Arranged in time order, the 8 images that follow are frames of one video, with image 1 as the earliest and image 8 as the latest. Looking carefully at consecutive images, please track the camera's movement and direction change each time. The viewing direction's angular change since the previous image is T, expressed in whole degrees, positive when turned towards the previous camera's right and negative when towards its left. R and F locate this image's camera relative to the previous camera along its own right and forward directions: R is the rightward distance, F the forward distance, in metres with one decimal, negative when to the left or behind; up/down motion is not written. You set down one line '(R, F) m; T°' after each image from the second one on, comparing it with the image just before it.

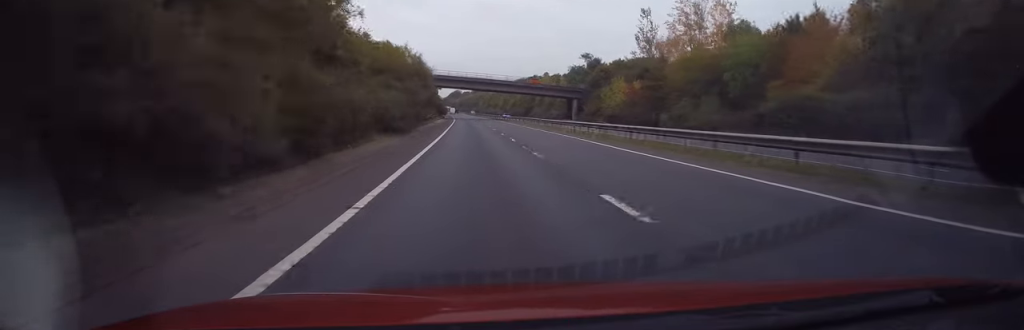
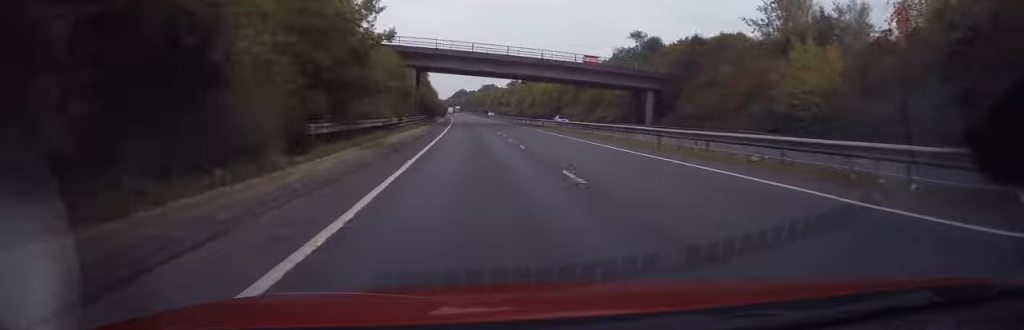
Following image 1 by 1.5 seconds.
(-0.5, +42.9) m; -1°
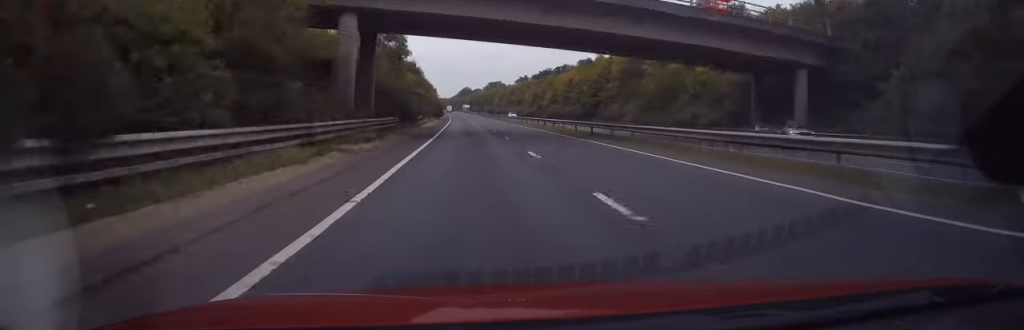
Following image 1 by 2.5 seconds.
(-0.3, +31.6) m; -1°
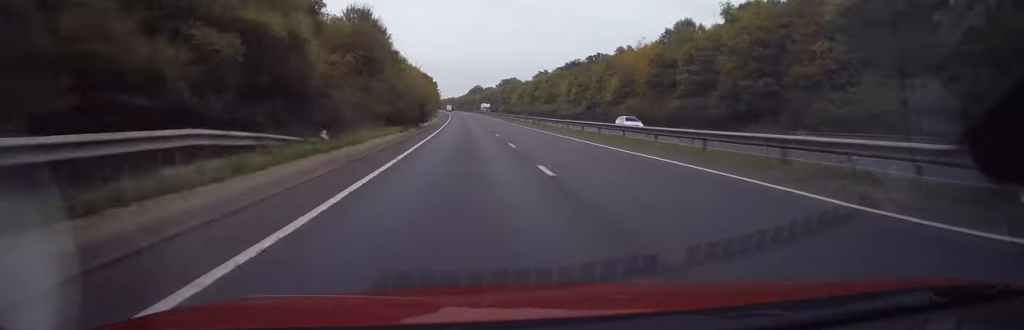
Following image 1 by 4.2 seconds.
(+0.1, +50.9) m; -1°
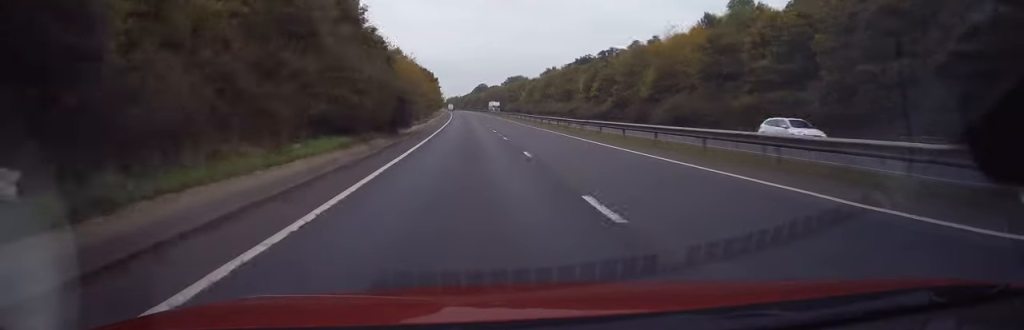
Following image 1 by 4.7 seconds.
(-0.3, +14.1) m; -1°
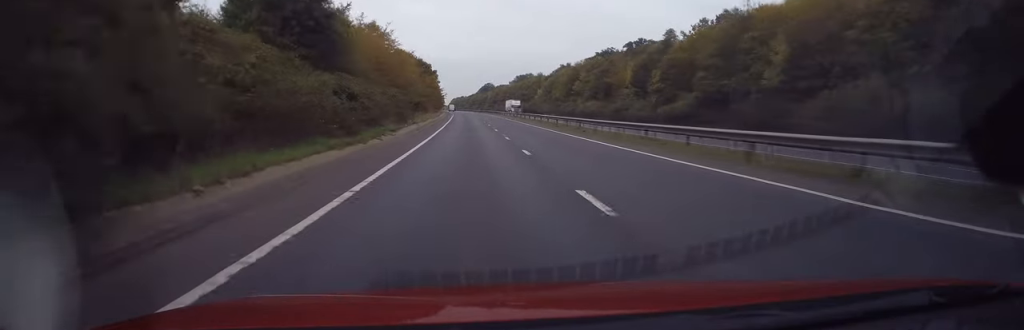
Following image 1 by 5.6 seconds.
(-0.4, +27.3) m; -1°
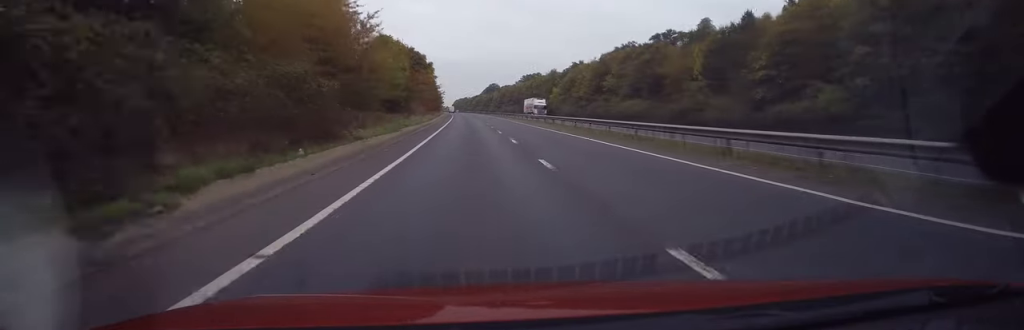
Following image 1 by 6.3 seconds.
(-0.1, +22.3) m; 0°
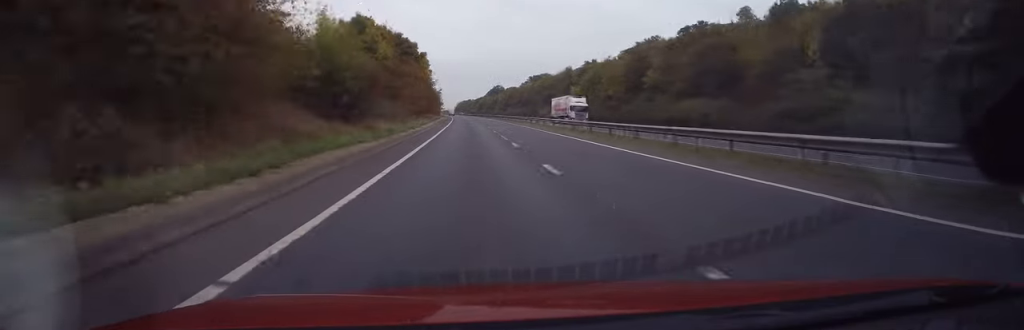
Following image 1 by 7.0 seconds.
(+0.1, +19.3) m; 0°
